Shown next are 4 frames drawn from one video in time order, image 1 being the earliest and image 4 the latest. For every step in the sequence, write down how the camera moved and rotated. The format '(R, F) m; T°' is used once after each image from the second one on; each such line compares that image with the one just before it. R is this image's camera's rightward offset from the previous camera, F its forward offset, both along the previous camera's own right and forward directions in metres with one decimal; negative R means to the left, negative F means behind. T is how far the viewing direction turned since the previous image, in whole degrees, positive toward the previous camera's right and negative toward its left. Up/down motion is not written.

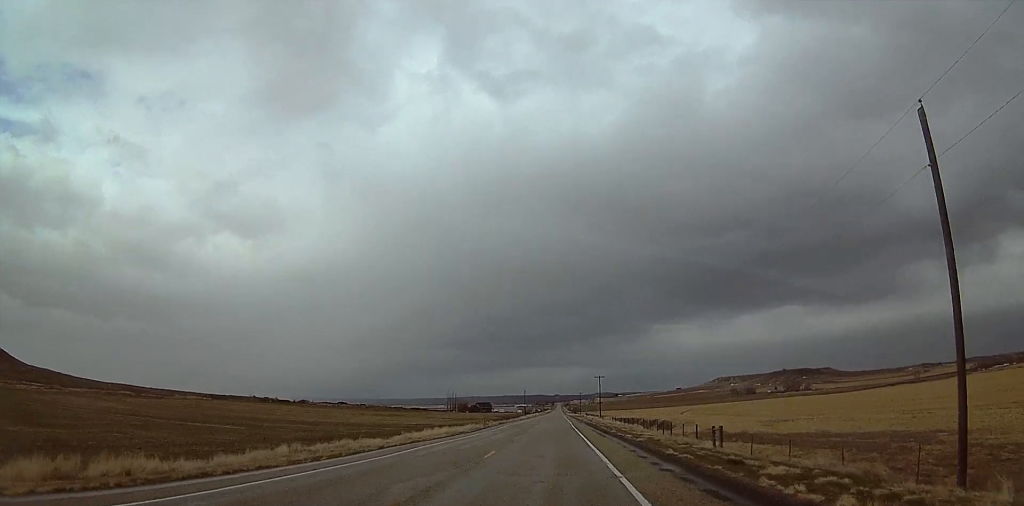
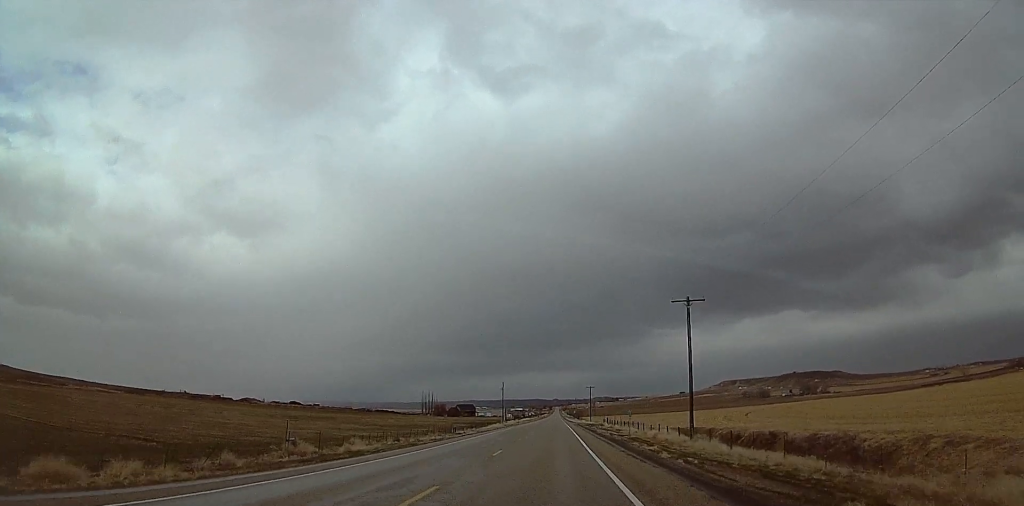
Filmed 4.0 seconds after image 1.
(-1.4, +102.7) m; 0°
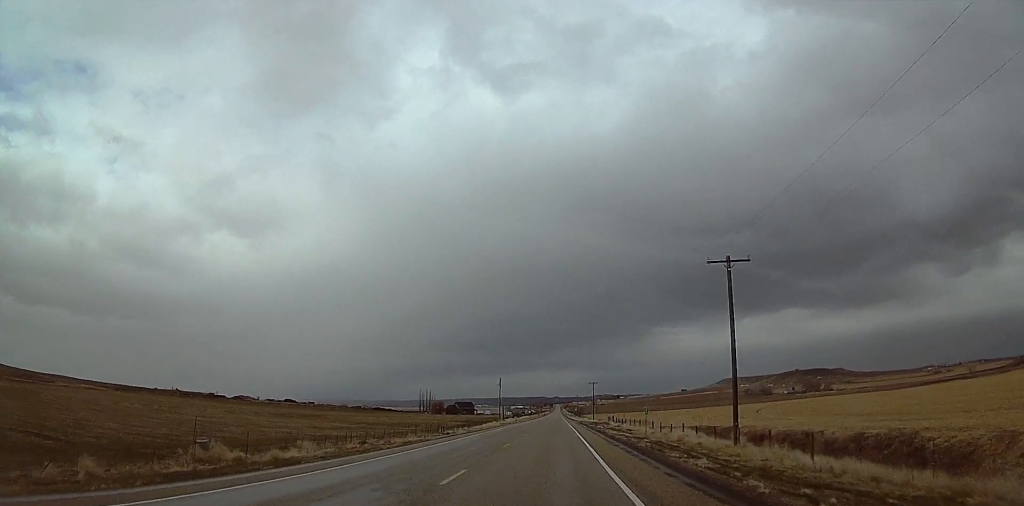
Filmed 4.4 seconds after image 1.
(0.0, +11.2) m; 0°
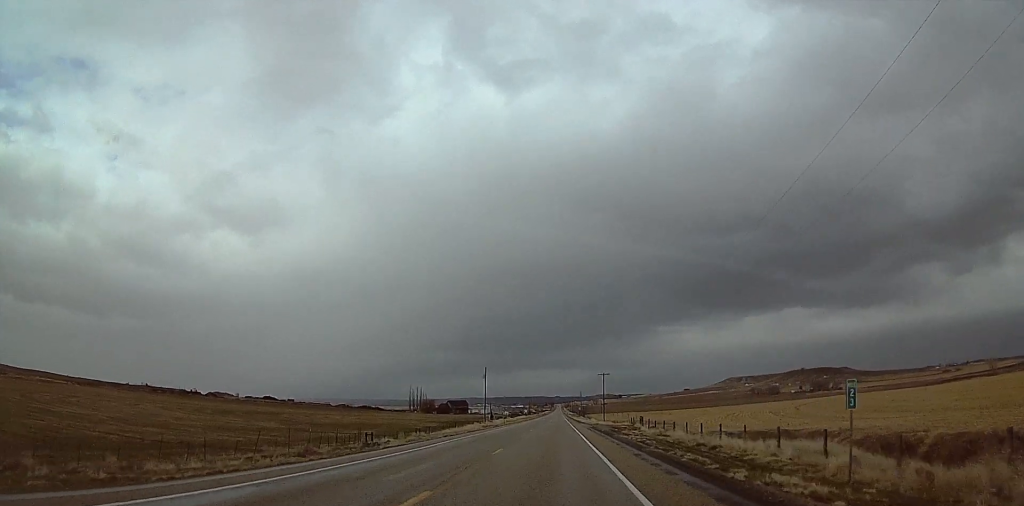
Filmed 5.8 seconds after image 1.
(0.0, +36.4) m; 0°
